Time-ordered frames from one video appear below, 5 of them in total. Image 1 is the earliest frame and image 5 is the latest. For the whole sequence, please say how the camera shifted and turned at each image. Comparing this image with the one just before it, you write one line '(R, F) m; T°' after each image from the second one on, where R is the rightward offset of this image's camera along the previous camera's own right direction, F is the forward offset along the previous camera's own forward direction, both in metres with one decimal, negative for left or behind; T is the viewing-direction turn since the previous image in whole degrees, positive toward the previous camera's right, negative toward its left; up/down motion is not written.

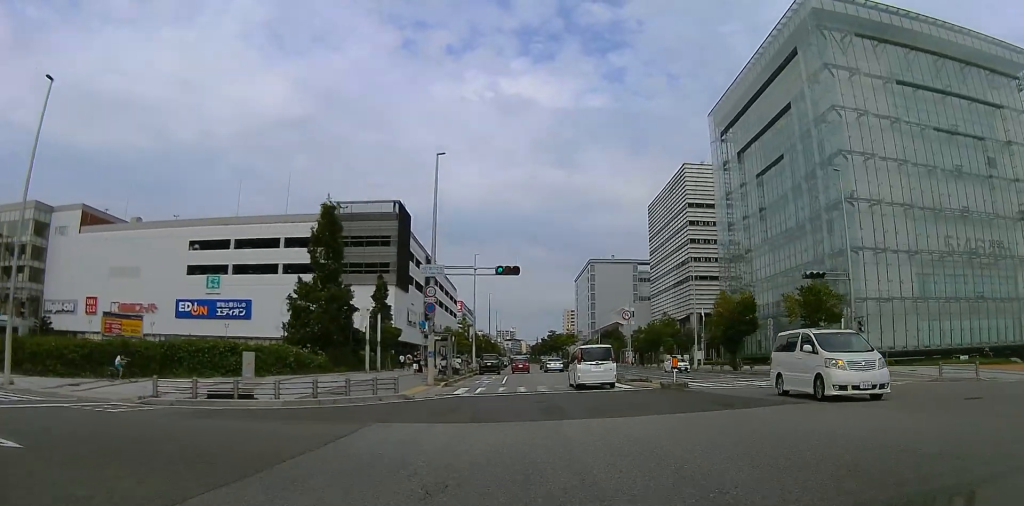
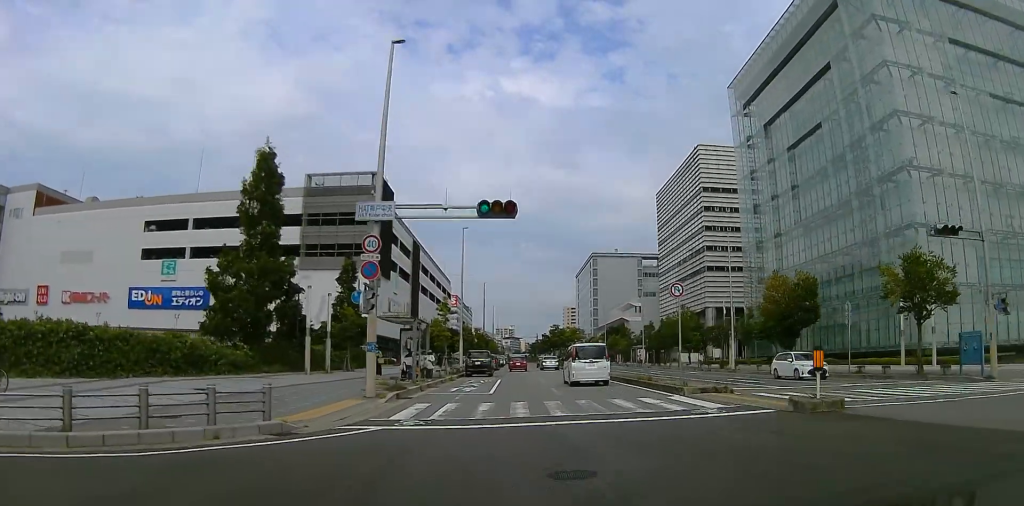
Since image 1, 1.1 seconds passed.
(-1.3, +11.7) m; 0°
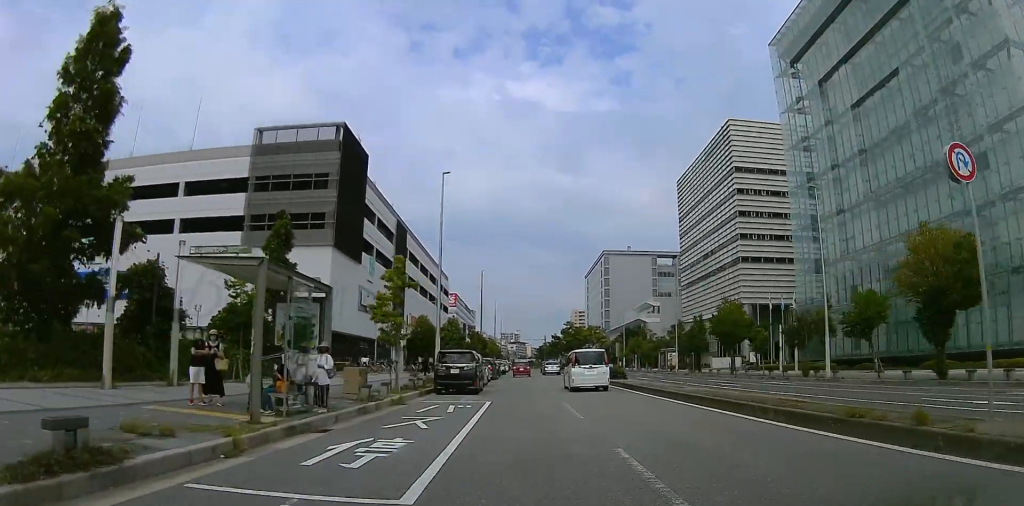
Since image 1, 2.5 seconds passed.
(+1.2, +16.7) m; 0°
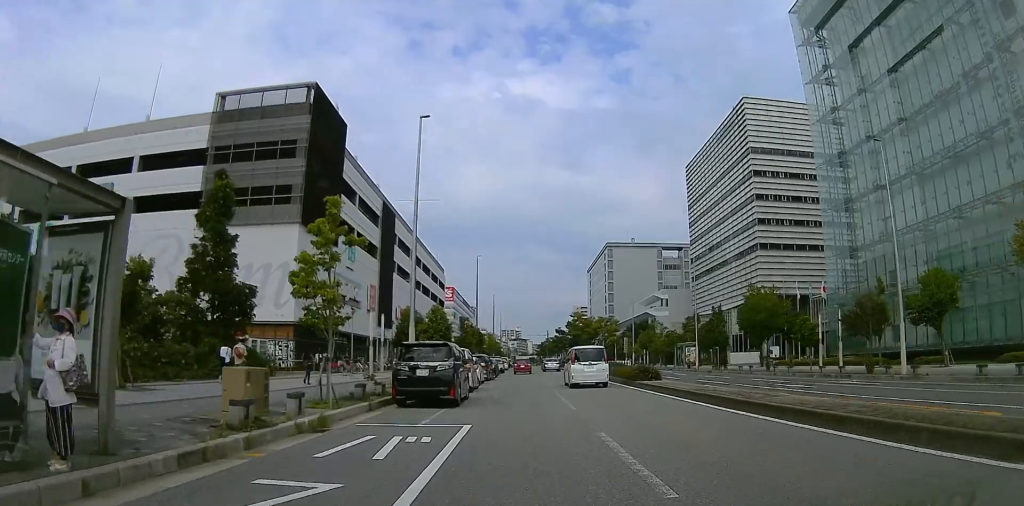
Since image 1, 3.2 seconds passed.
(-0.3, +8.5) m; -3°
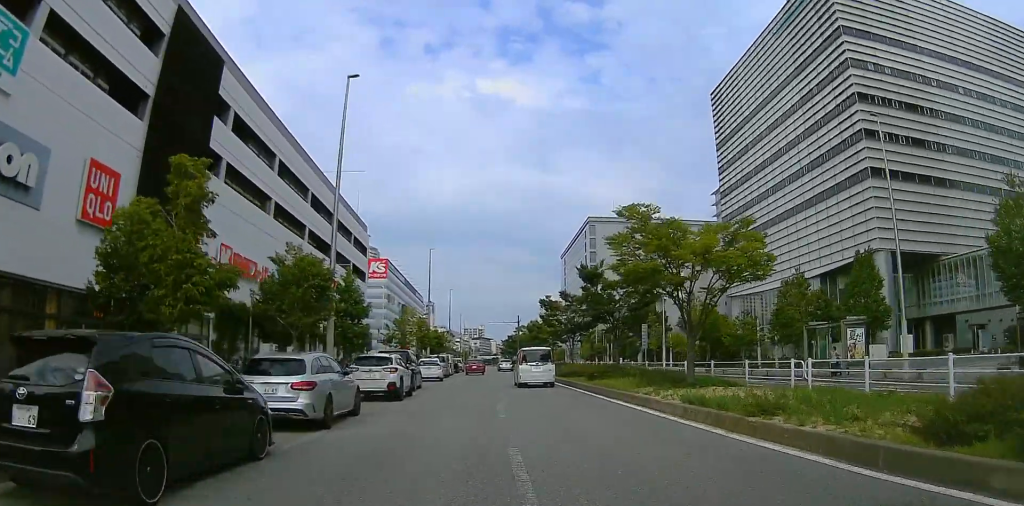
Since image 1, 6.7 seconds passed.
(+3.2, +42.0) m; +5°
